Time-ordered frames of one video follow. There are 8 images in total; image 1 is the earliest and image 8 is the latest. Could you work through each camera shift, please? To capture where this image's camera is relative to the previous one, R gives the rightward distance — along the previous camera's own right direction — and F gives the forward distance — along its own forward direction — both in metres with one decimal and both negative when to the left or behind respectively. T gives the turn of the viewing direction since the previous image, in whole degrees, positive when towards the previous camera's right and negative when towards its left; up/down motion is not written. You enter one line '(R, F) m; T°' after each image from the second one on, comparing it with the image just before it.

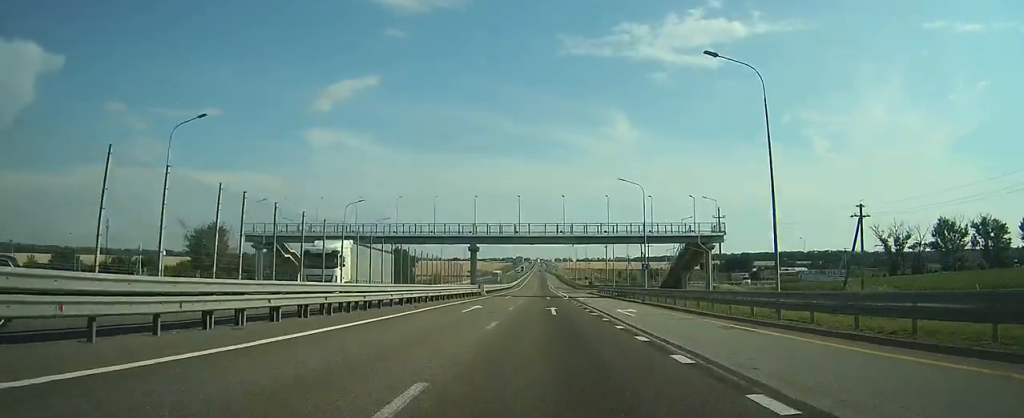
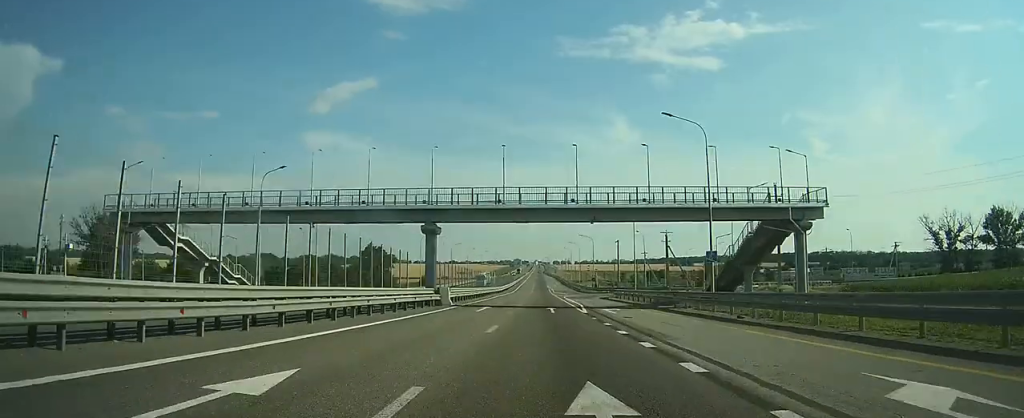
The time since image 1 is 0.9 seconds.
(+0.1, +24.6) m; 0°
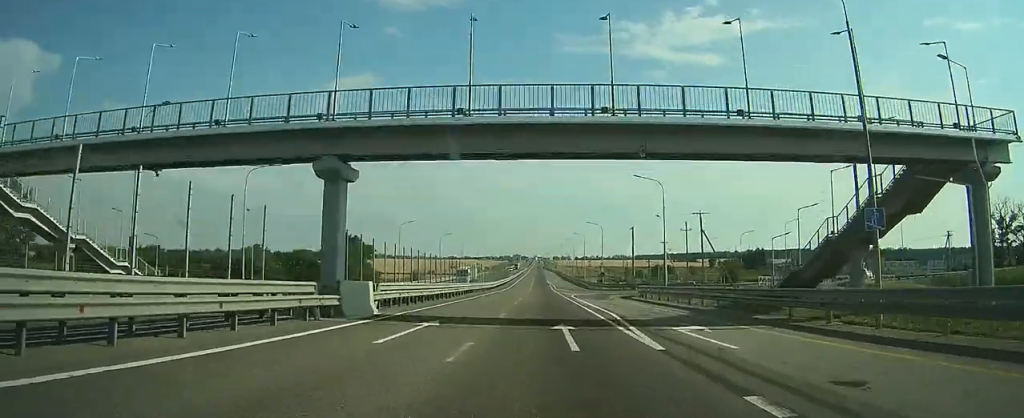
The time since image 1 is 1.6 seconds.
(+0.1, +19.1) m; 0°
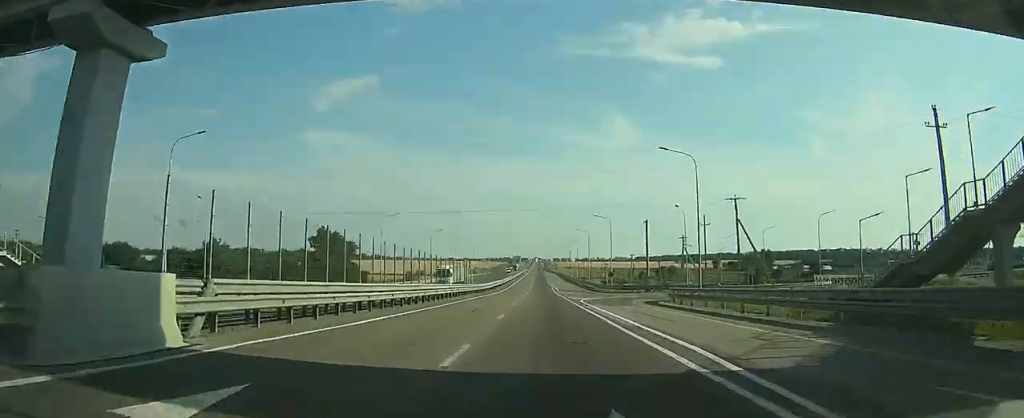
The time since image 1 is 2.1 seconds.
(0.0, +12.8) m; 0°
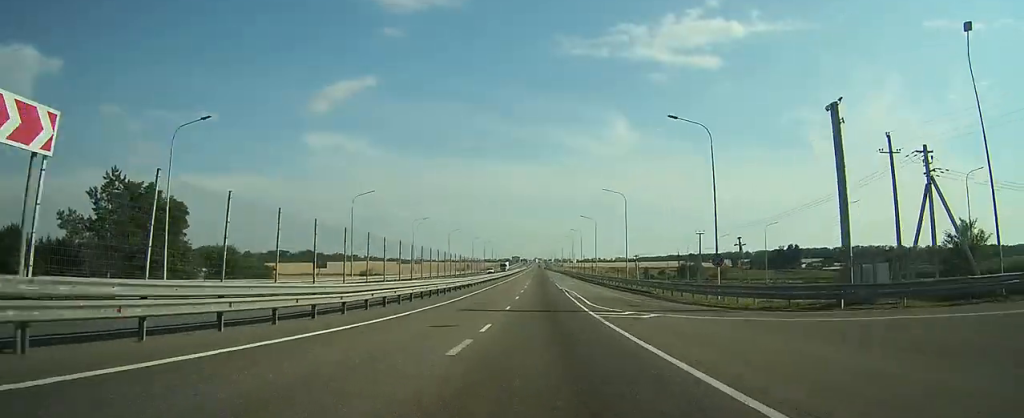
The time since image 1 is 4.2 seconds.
(-0.3, +57.7) m; 0°
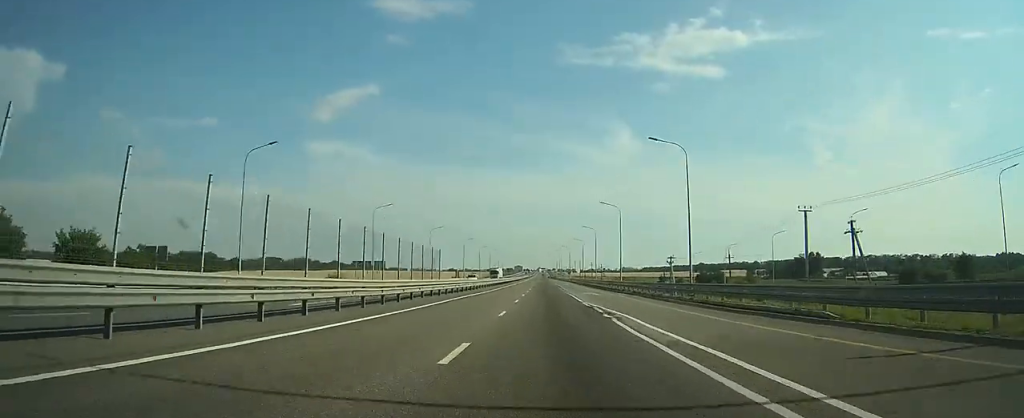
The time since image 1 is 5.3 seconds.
(+0.1, +31.4) m; 0°
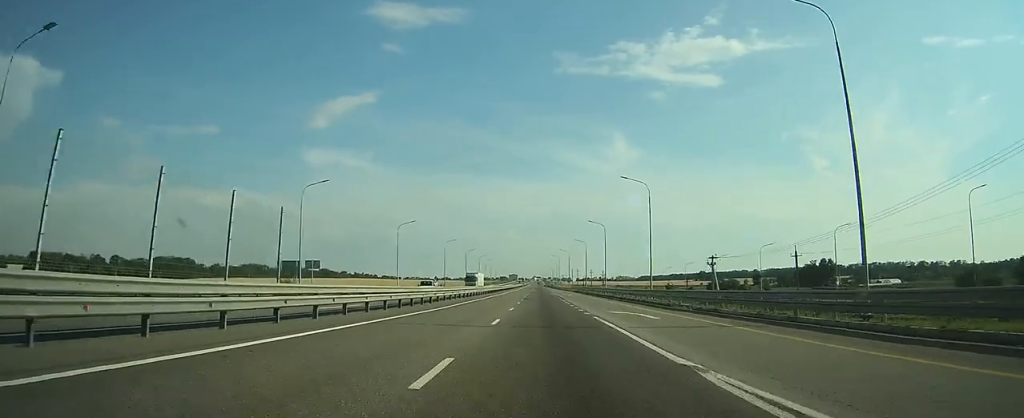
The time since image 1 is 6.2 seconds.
(0.0, +25.9) m; 0°
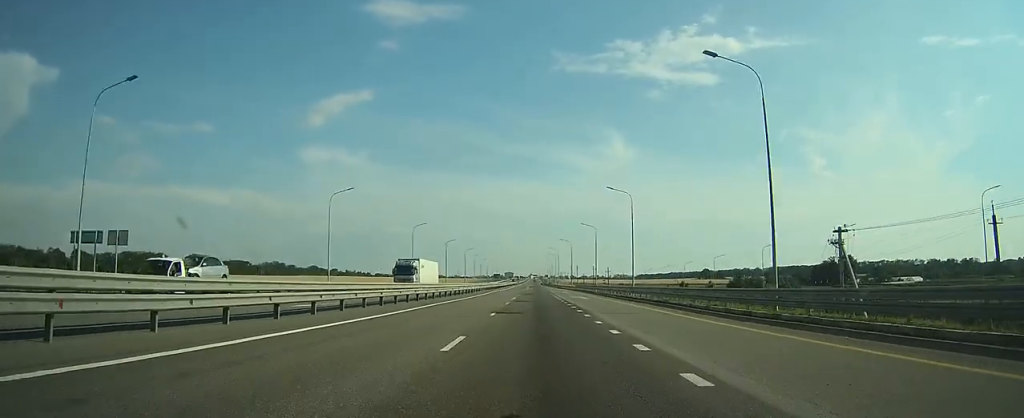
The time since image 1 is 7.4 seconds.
(-0.2, +32.4) m; 0°
